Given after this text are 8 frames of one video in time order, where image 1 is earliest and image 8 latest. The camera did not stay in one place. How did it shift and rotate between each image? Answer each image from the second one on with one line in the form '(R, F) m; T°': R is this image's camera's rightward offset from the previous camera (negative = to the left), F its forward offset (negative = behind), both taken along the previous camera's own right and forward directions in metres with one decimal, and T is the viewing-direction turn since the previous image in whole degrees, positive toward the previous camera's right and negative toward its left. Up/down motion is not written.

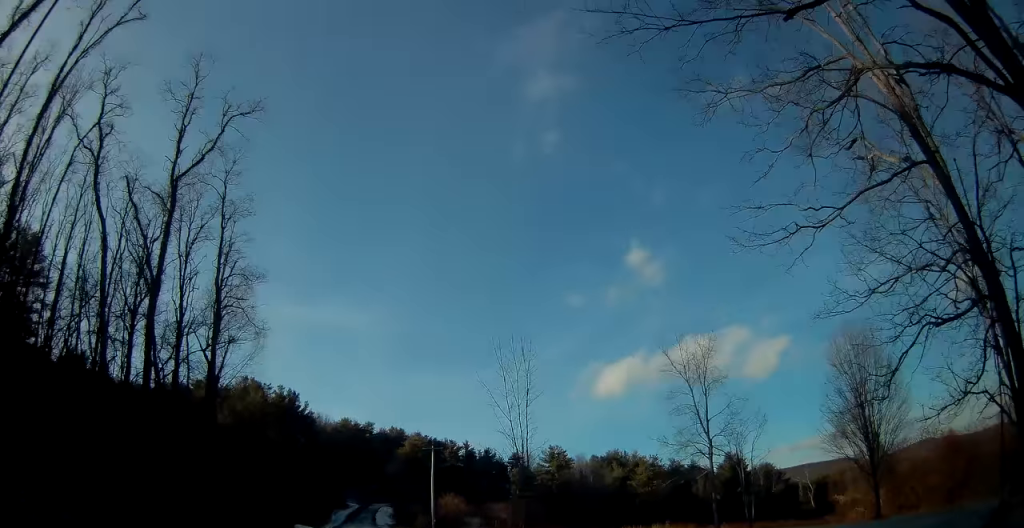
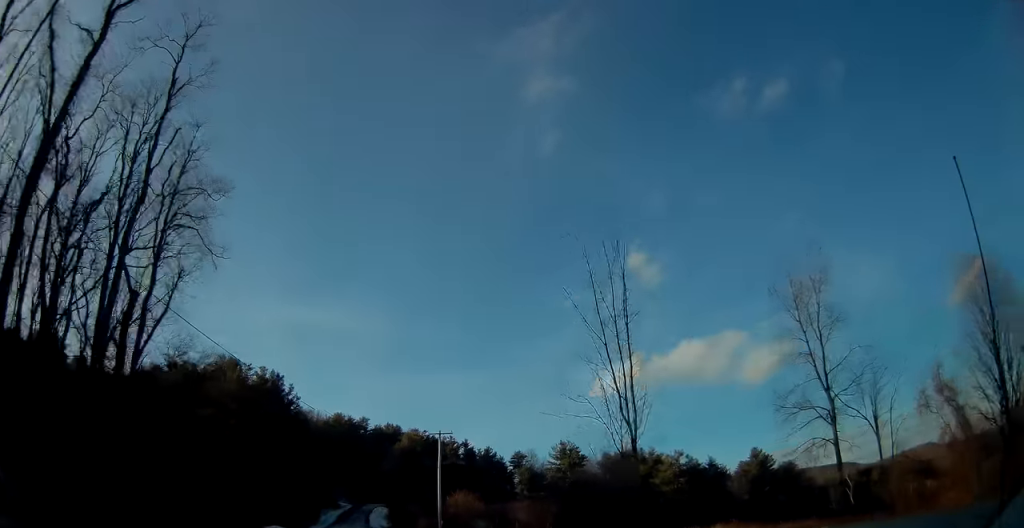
(+0.3, +13.1) m; +2°
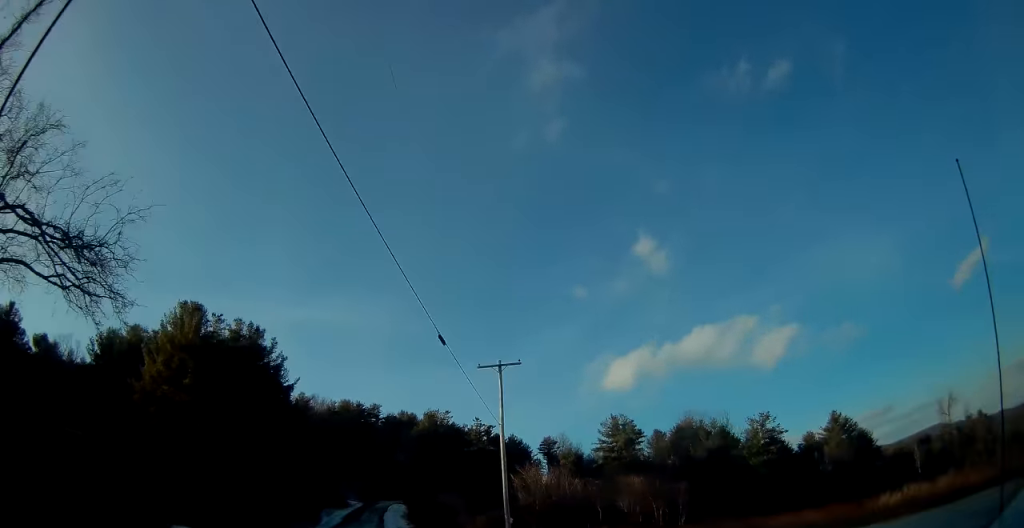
(0.0, +23.4) m; -3°
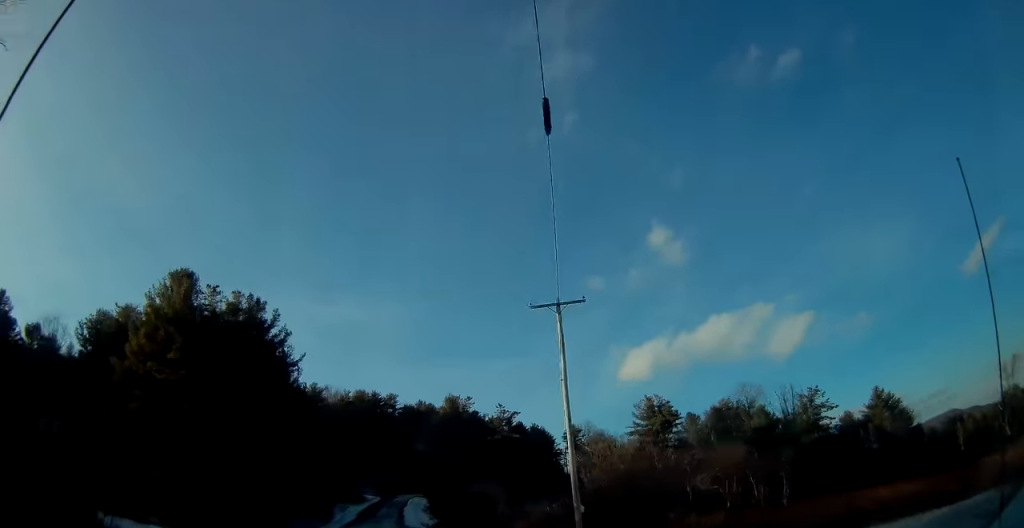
(-0.2, +8.2) m; -1°
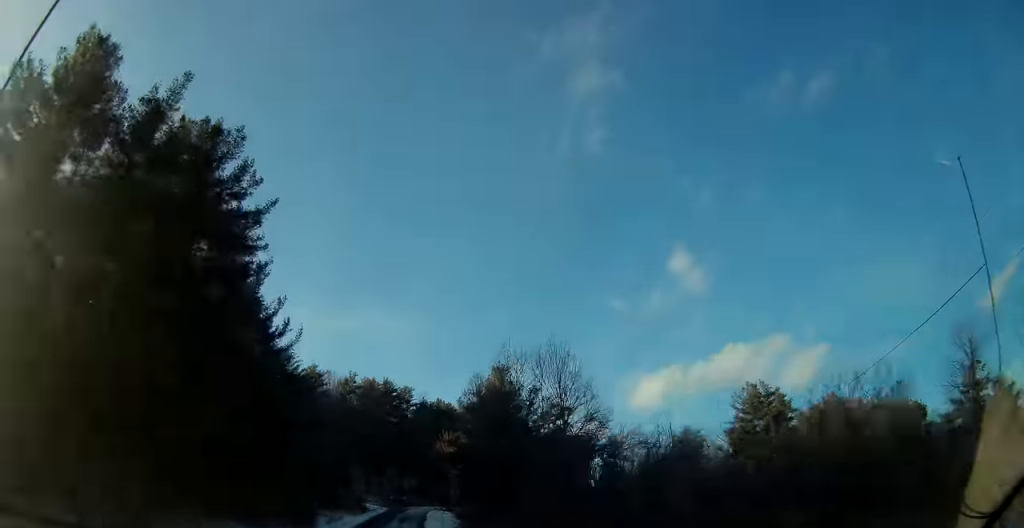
(-0.3, +29.0) m; +1°
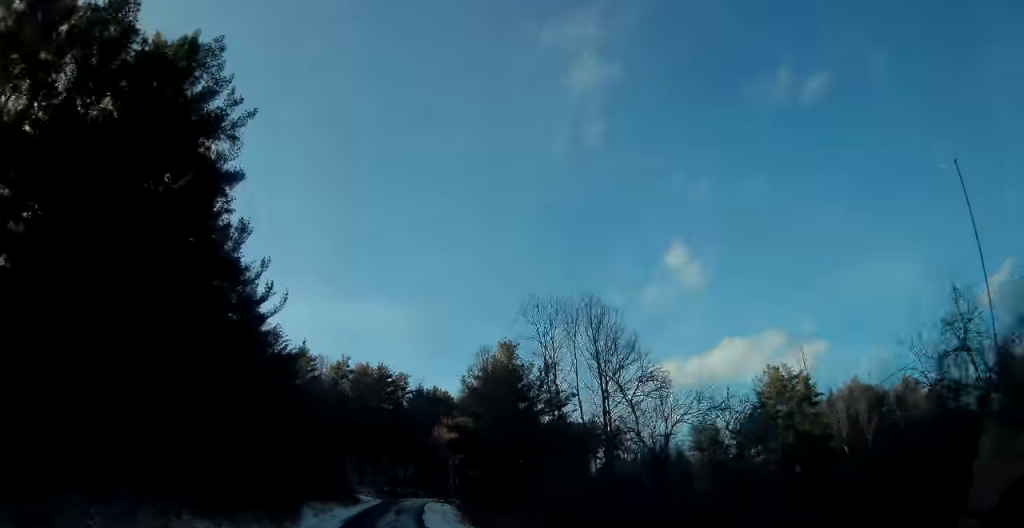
(+0.1, +6.5) m; +1°
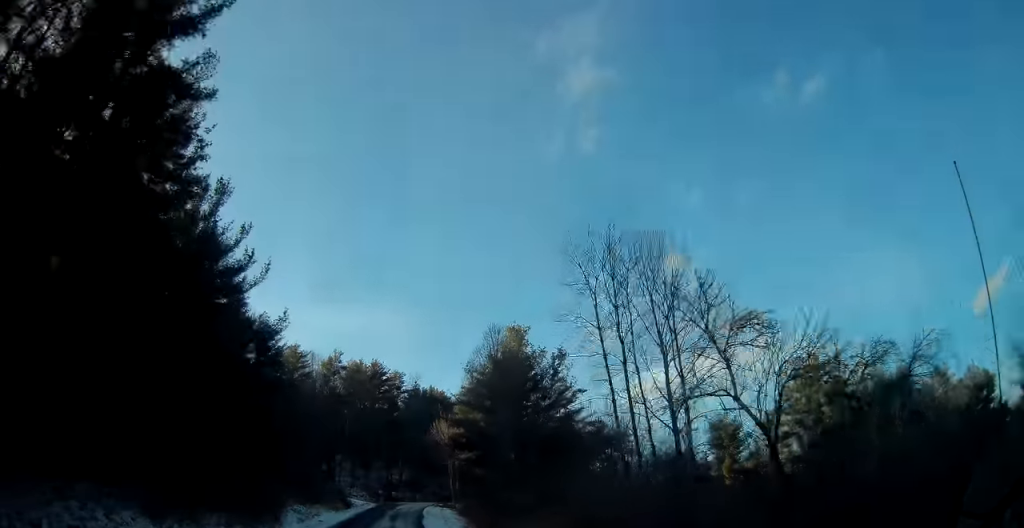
(0.0, +6.5) m; 0°
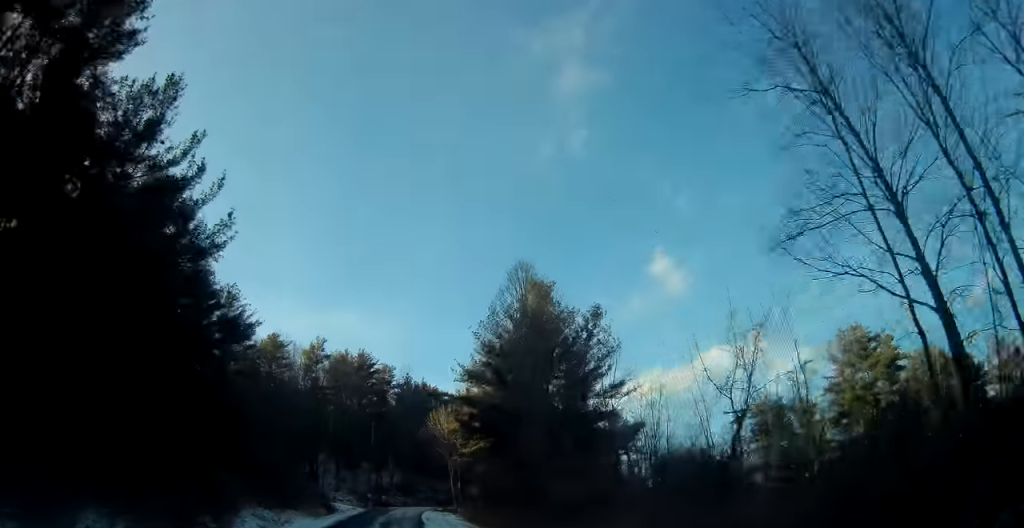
(0.0, +11.5) m; 0°
